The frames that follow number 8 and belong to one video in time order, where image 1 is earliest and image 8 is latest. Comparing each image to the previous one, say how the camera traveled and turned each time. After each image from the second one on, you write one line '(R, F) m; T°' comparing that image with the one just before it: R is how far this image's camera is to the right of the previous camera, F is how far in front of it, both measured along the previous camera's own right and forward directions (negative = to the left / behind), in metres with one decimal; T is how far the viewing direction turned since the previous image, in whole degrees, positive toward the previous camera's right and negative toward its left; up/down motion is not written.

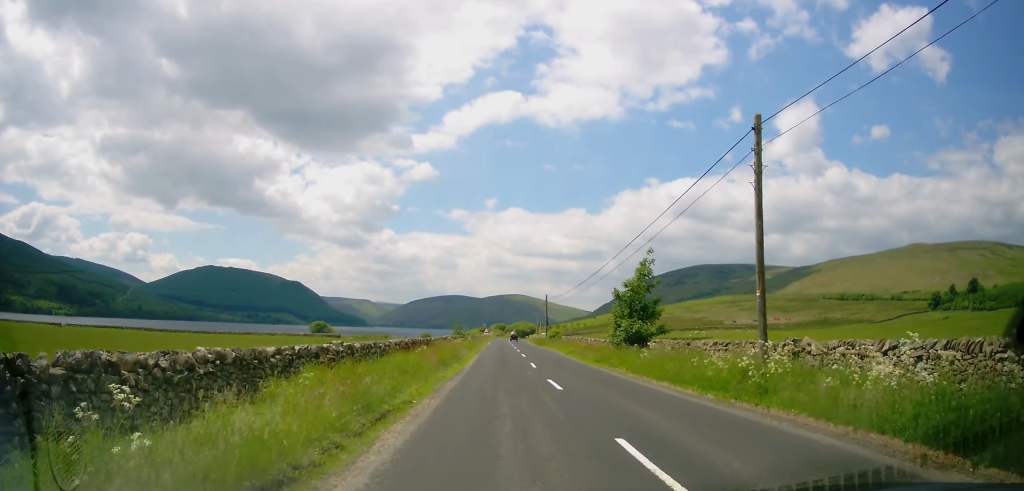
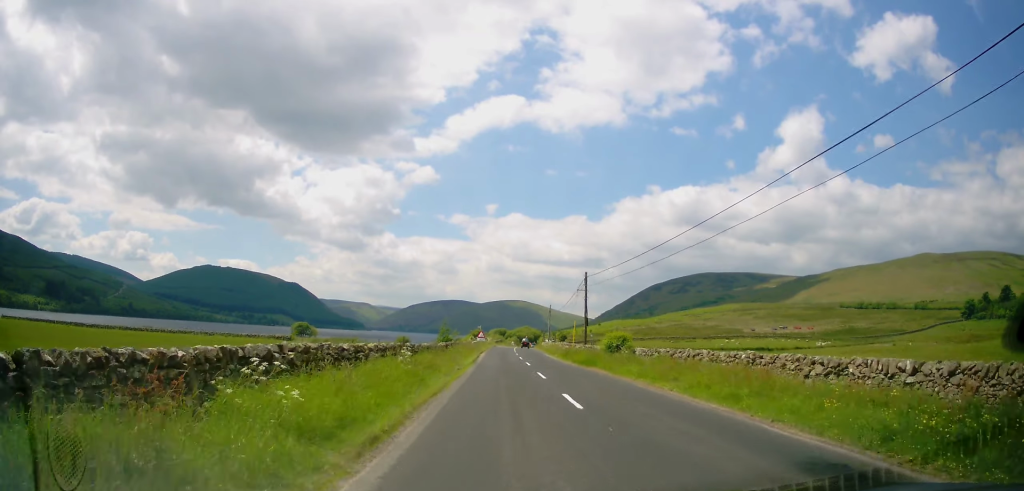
(0.0, +30.0) m; 0°
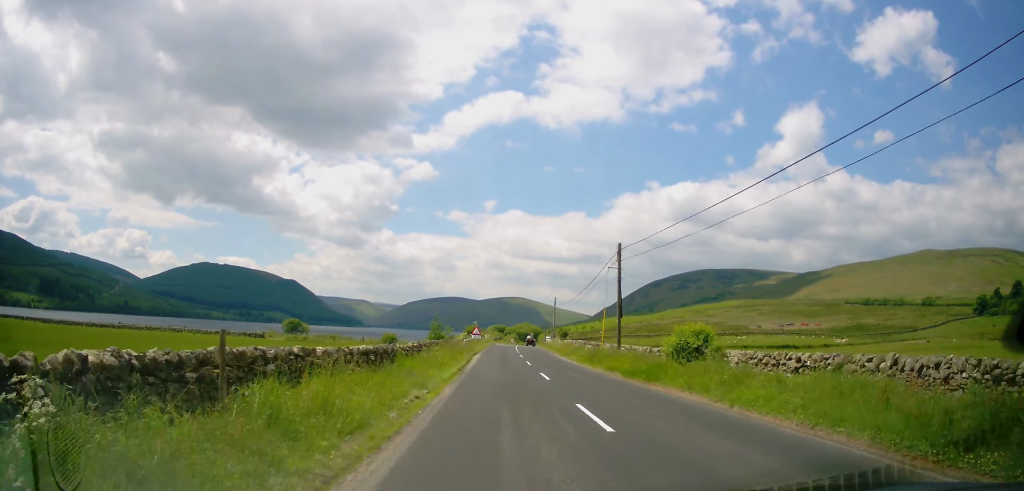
(+0.2, +10.7) m; 0°
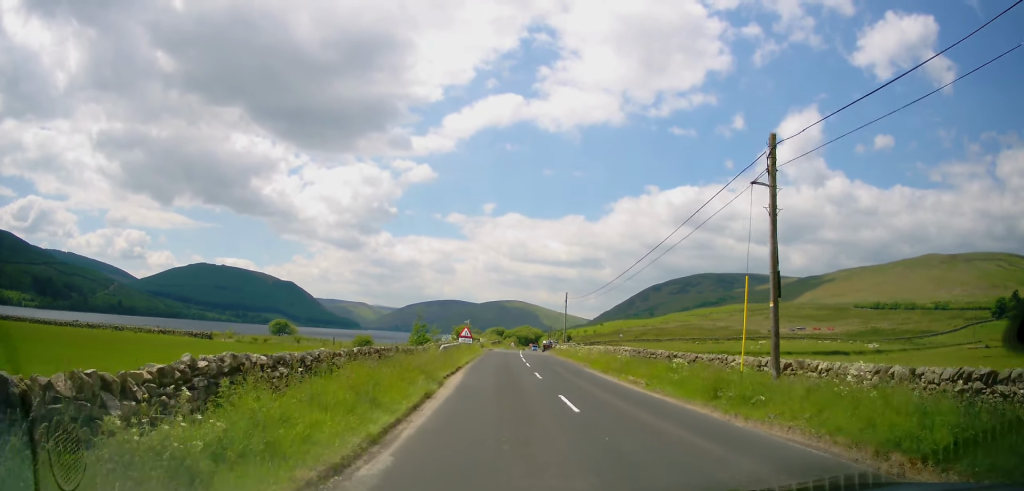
(-0.2, +15.6) m; 0°
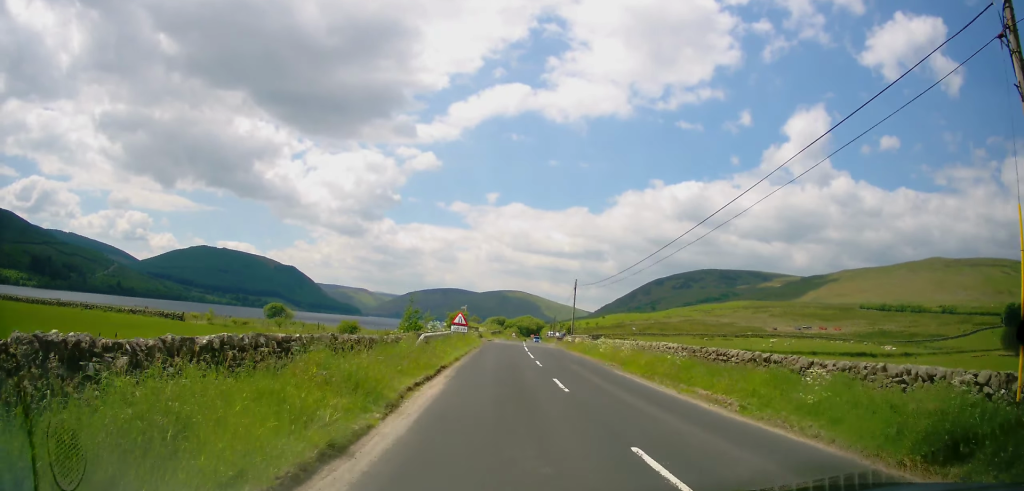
(0.0, +7.0) m; 0°
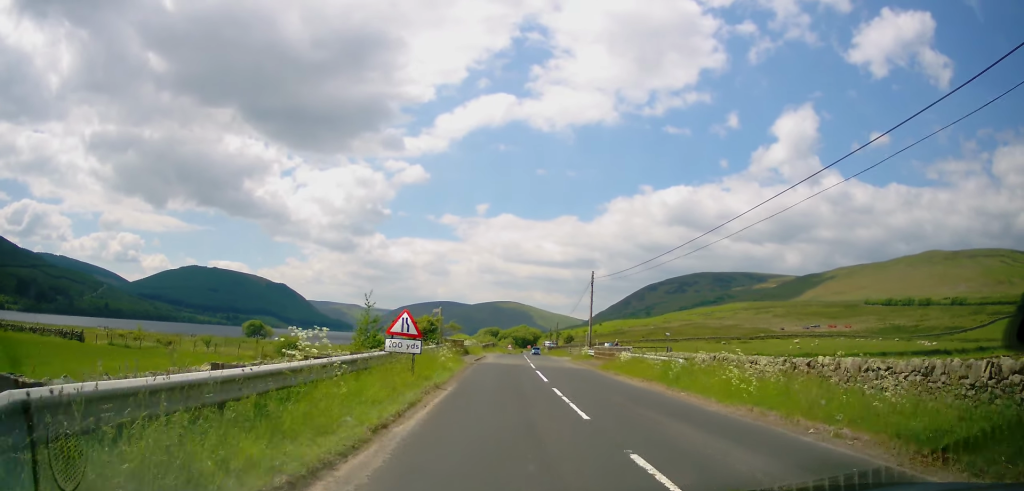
(+0.3, +16.6) m; +1°
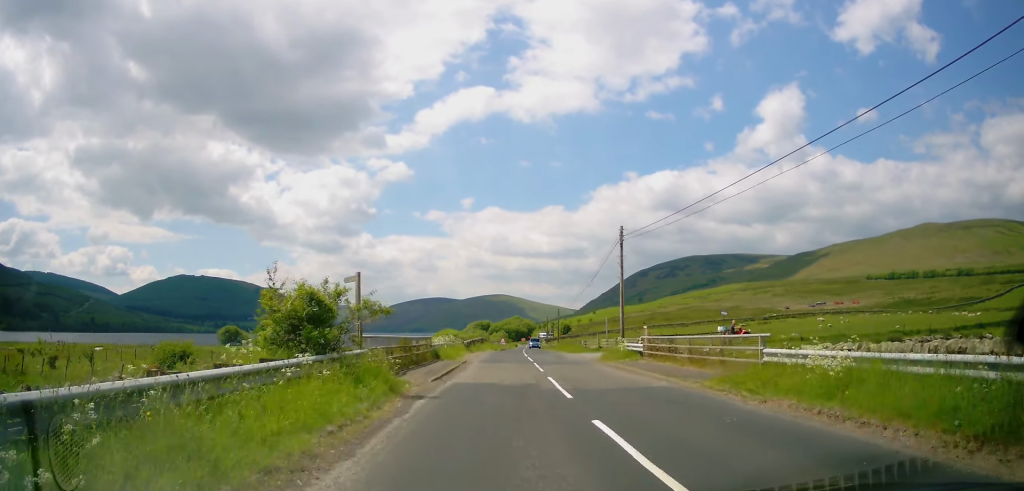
(0.0, +16.6) m; 0°
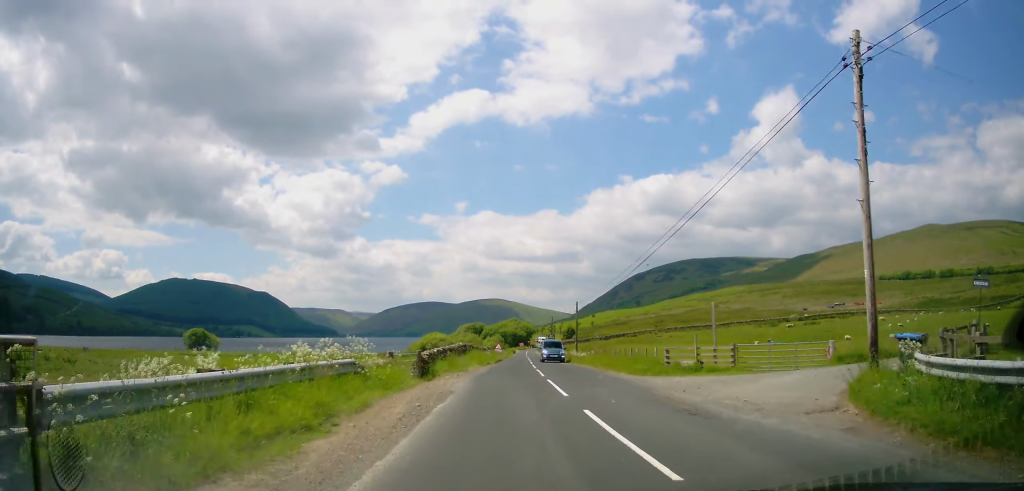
(+0.2, +24.5) m; +1°
